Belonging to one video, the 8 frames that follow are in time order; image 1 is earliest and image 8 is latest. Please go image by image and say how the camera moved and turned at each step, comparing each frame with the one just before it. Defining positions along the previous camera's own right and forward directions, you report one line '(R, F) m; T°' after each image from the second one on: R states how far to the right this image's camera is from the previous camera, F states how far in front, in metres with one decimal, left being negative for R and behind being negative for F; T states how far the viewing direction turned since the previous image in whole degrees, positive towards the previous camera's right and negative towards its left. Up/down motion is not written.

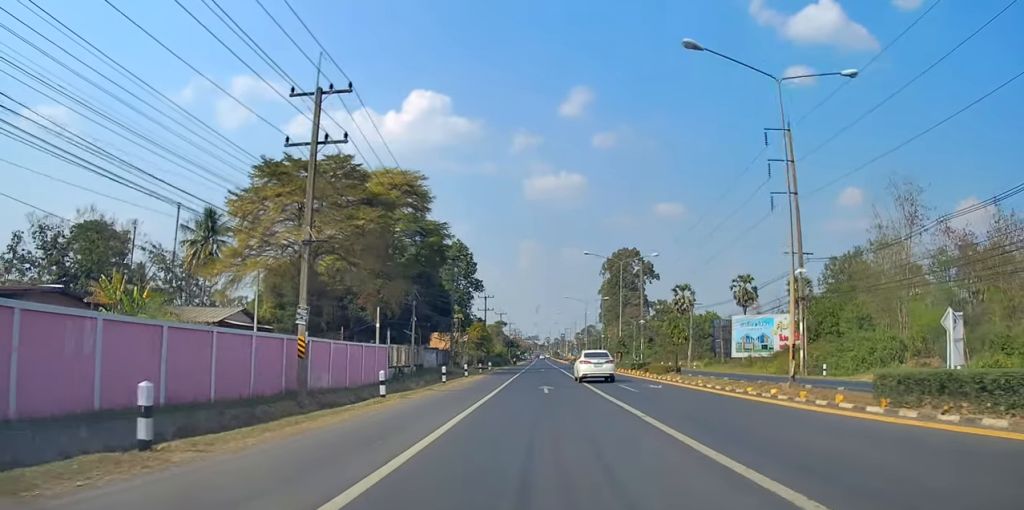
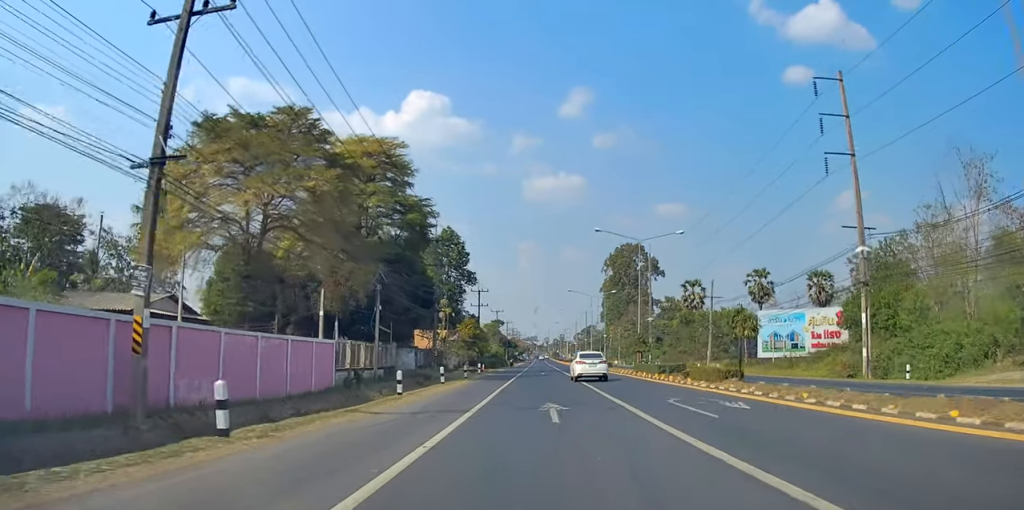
(0.0, +10.0) m; 0°
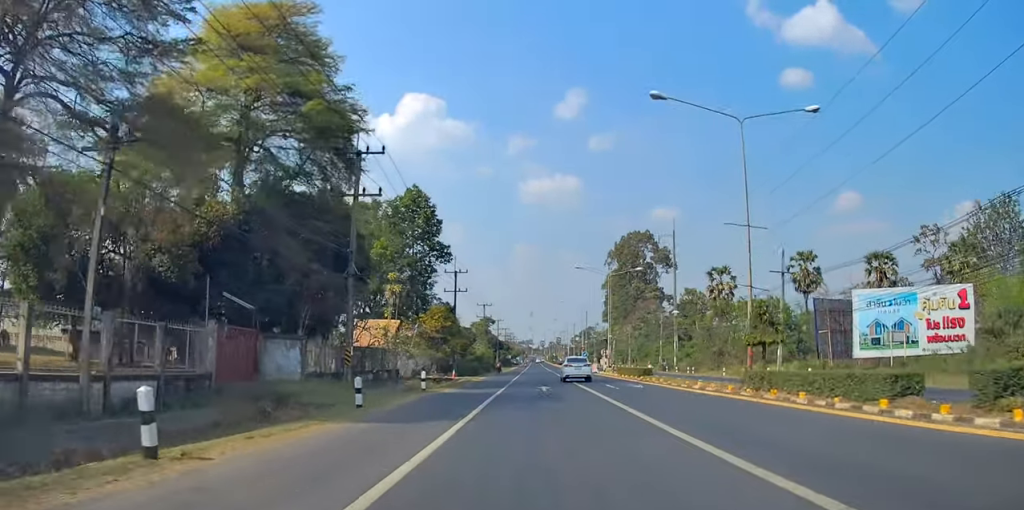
(-0.3, +23.0) m; -2°
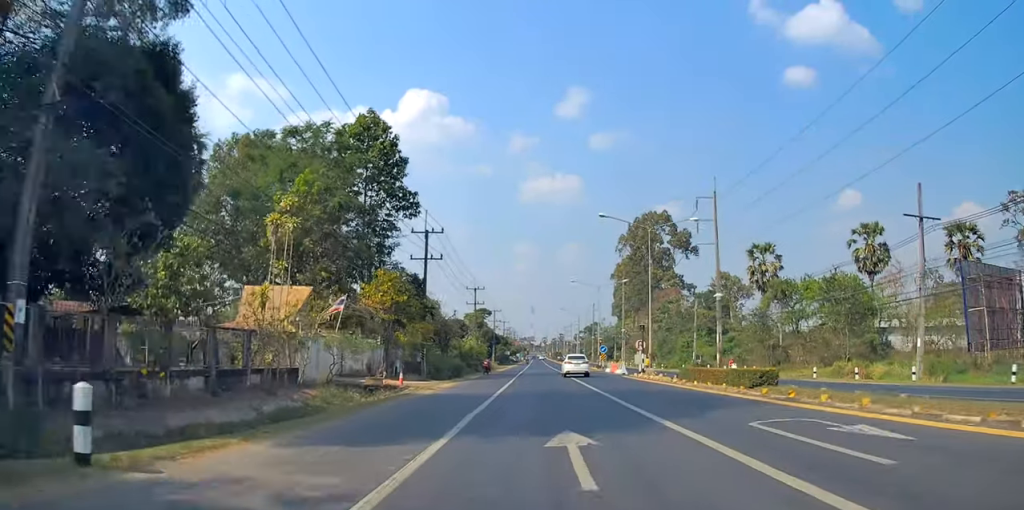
(-0.3, +20.5) m; +1°
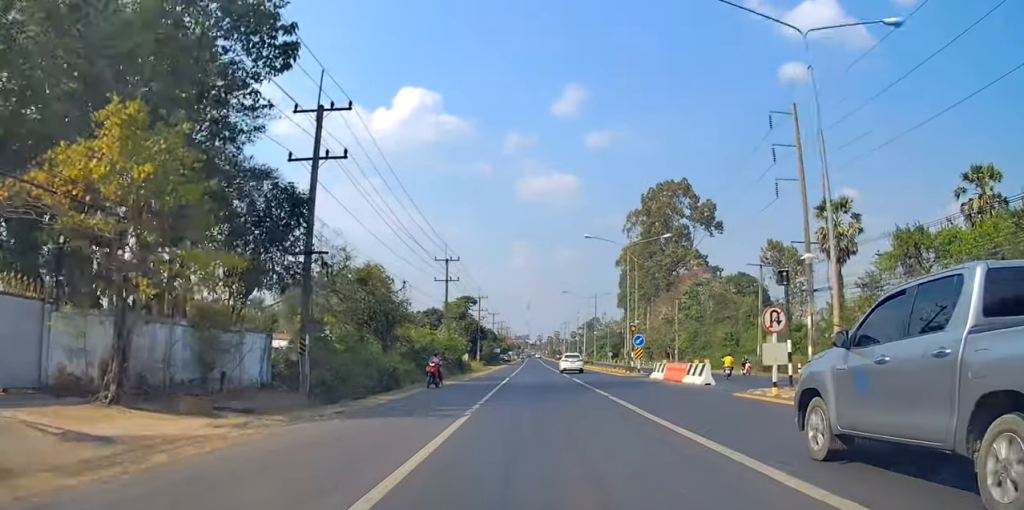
(+0.7, +24.6) m; +2°
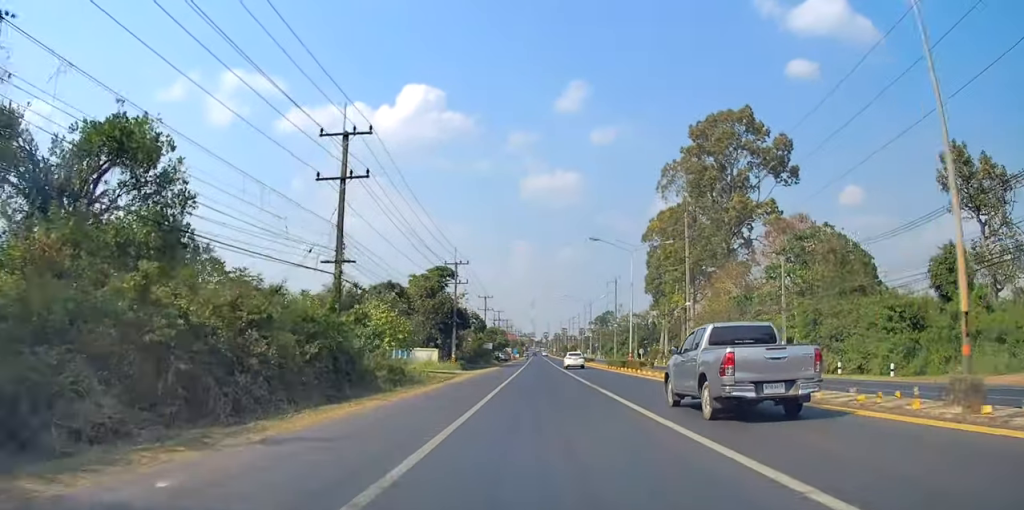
(0.0, +35.6) m; 0°
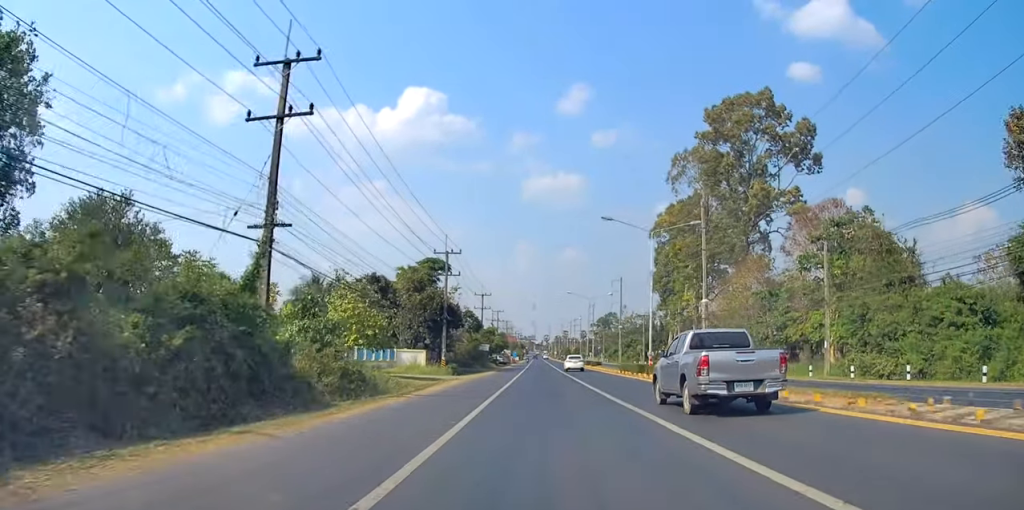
(0.0, +8.0) m; 0°
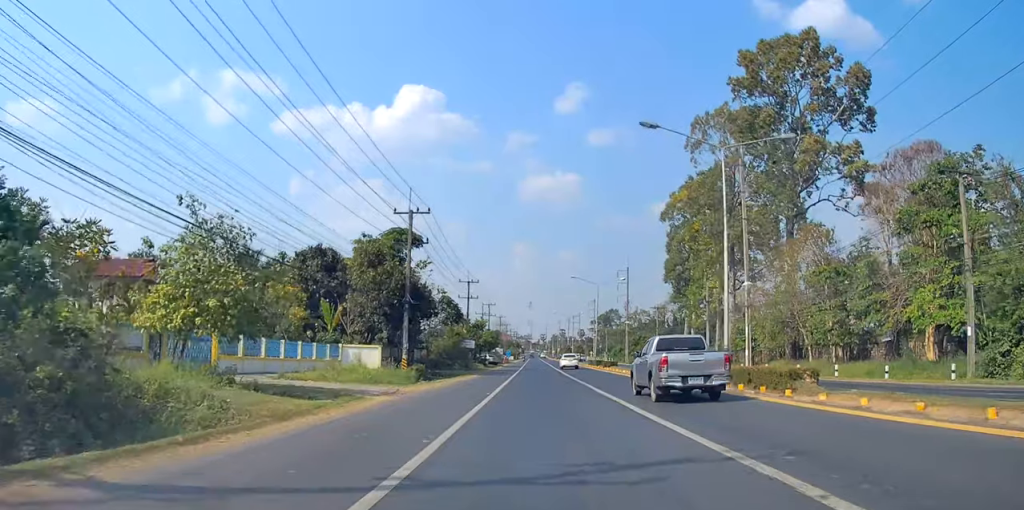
(+0.1, +16.1) m; 0°
